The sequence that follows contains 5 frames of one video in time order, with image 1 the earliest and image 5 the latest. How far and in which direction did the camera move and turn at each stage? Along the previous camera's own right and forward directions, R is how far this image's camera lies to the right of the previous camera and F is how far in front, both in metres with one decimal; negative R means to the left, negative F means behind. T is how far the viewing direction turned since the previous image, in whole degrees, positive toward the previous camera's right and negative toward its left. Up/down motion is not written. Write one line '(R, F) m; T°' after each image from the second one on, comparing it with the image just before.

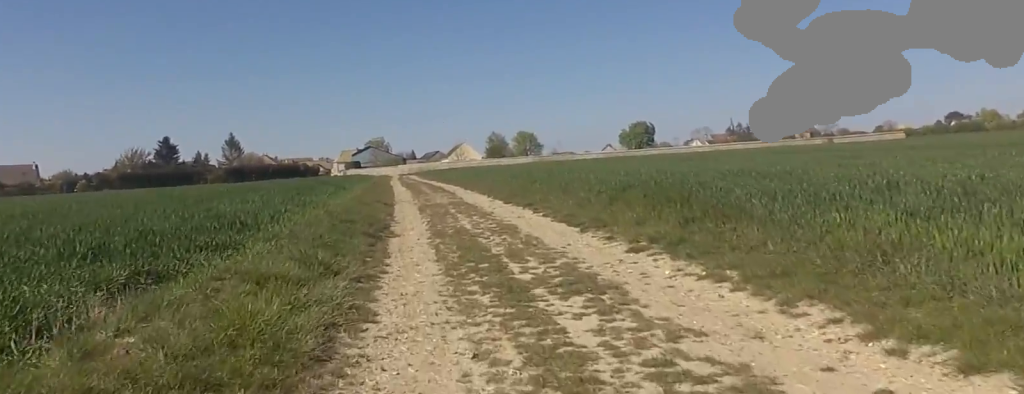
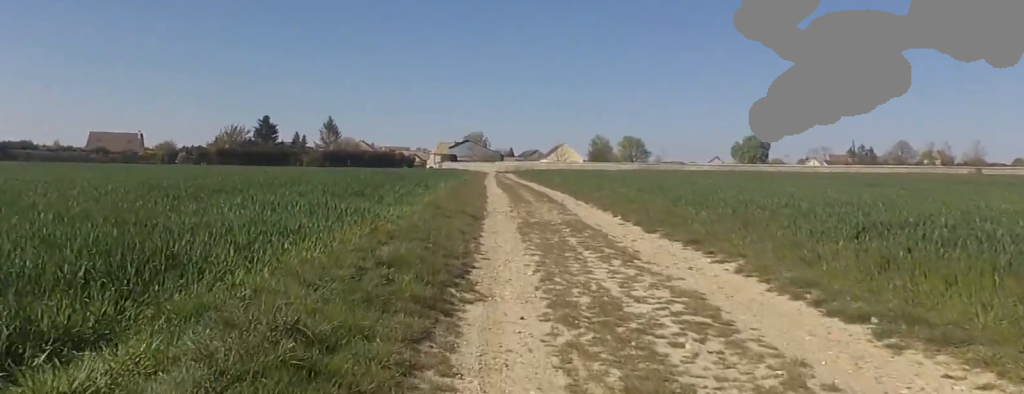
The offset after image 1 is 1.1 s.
(-0.1, +2.3) m; -2°
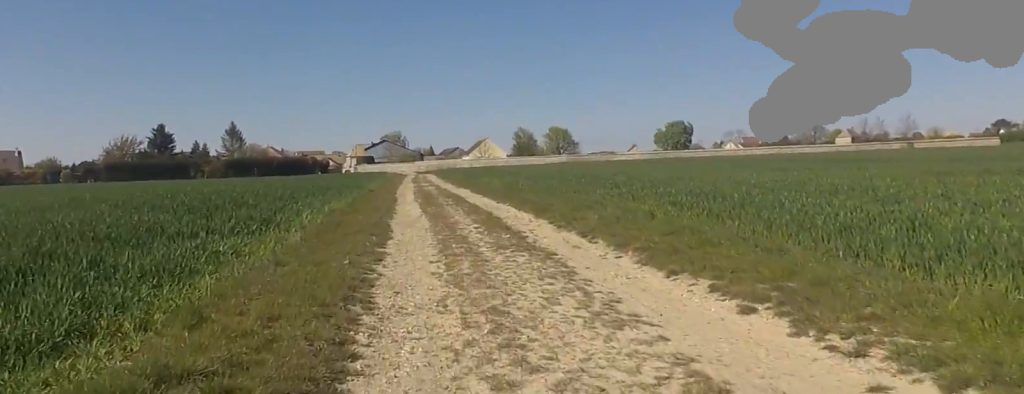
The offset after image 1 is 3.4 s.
(+1.2, +10.1) m; +4°
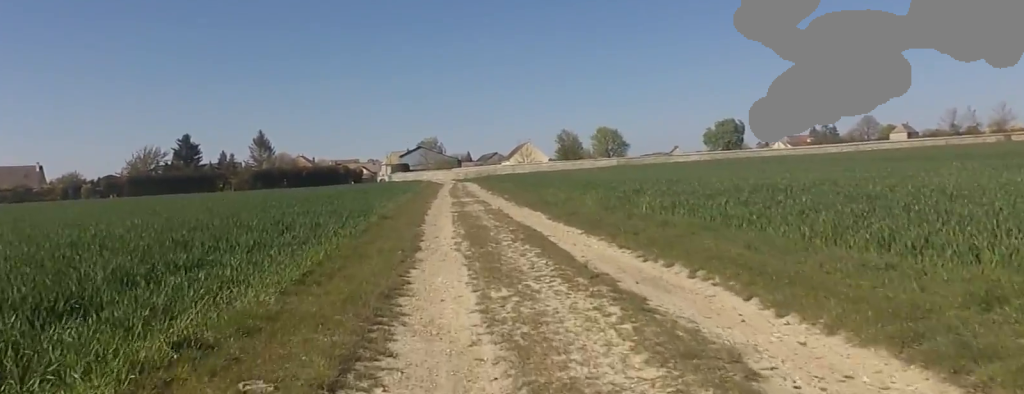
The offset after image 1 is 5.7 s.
(-0.2, +10.6) m; 0°
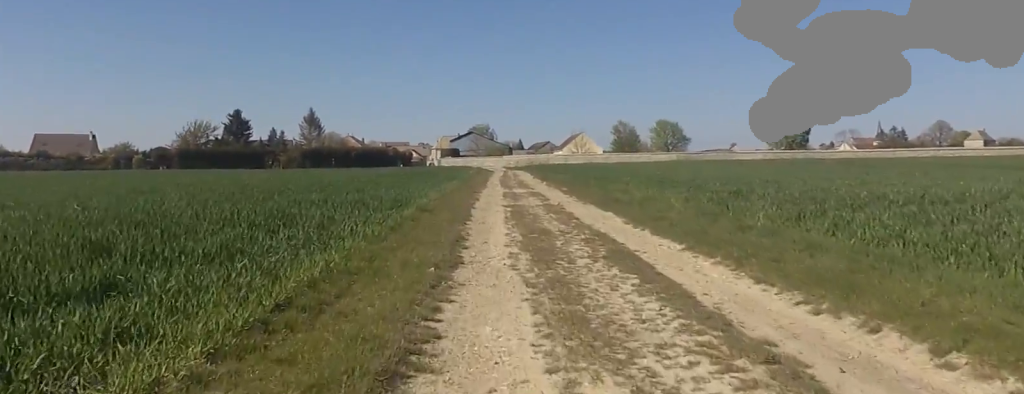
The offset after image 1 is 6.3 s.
(-0.7, +3.1) m; 0°
